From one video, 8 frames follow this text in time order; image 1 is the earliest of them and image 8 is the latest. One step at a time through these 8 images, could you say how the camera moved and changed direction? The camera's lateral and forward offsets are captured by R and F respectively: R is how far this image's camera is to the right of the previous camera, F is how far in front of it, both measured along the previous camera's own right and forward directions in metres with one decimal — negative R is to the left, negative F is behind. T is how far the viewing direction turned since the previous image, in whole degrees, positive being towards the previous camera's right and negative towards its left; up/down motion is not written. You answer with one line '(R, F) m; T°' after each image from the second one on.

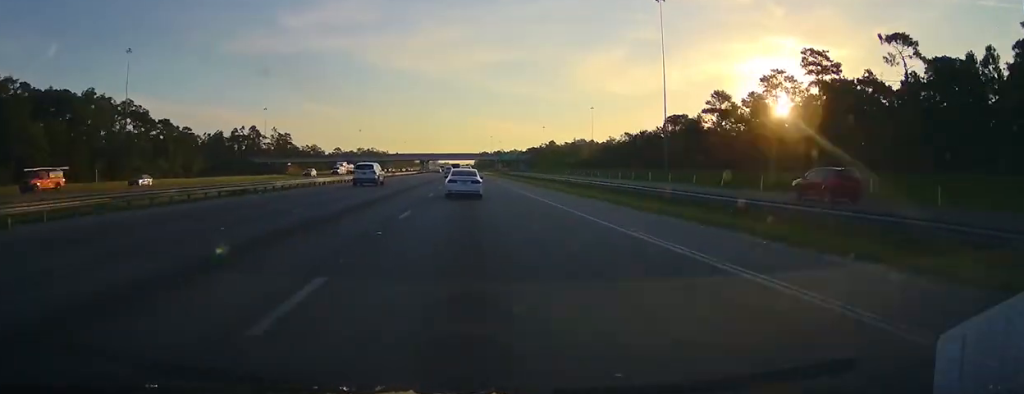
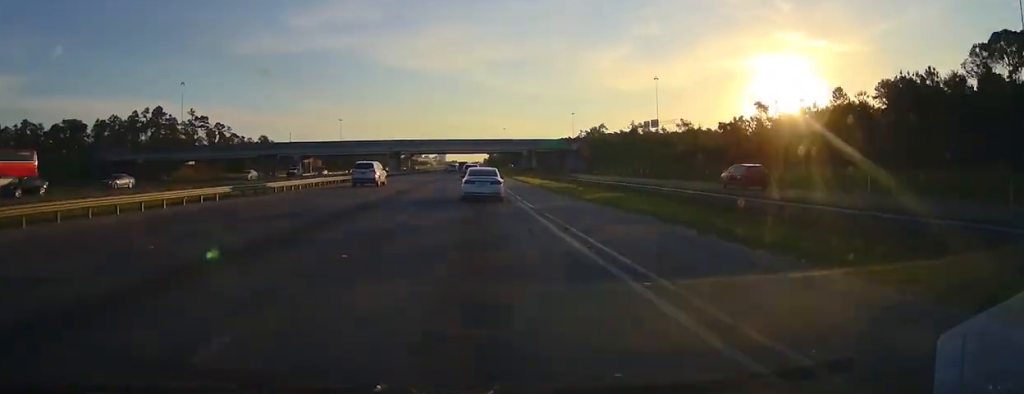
(-0.4, +108.8) m; 0°
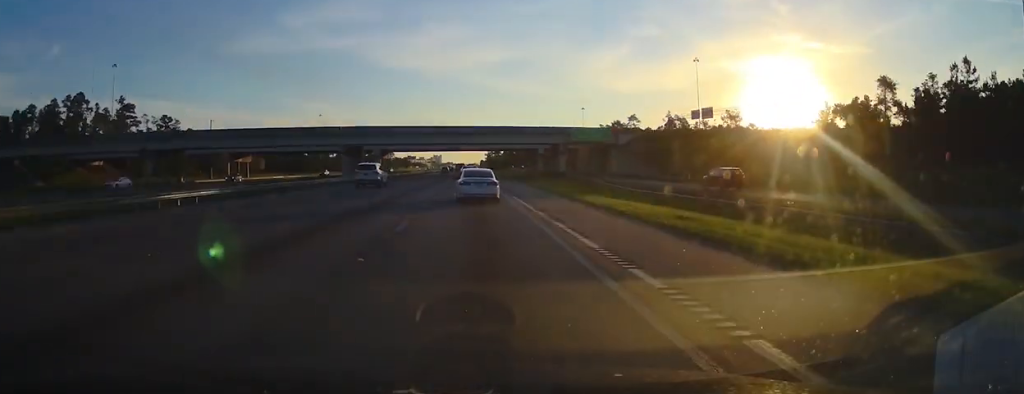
(-0.1, +46.4) m; 0°
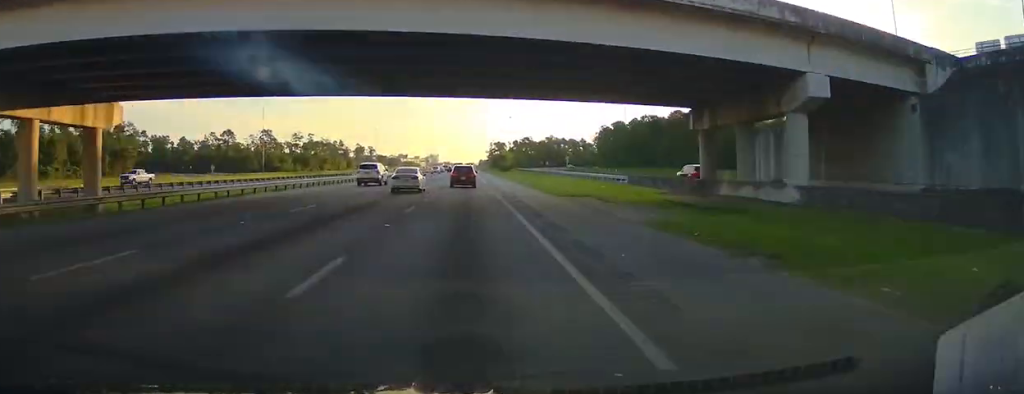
(+0.6, +93.5) m; 0°
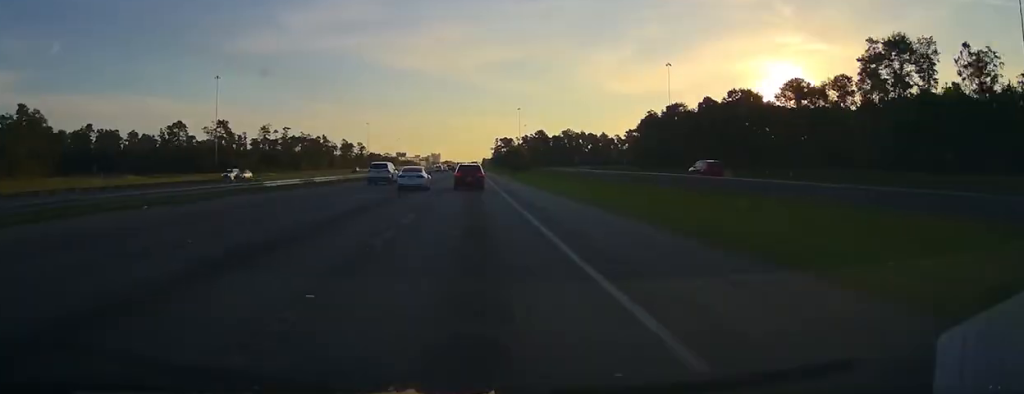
(-0.2, +51.0) m; 0°
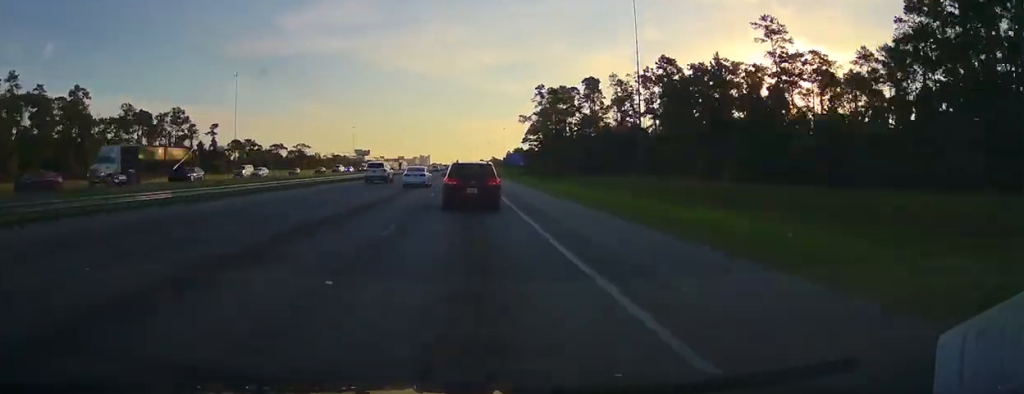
(-0.6, +274.7) m; 0°
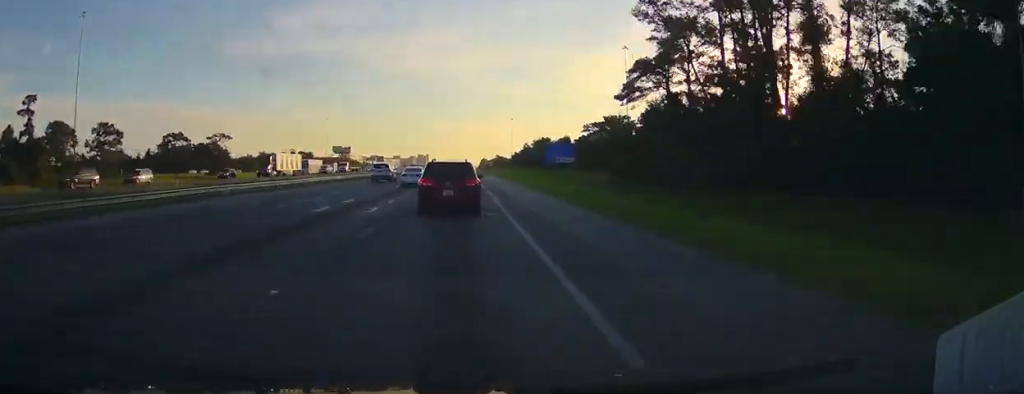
(0.0, +103.1) m; 0°
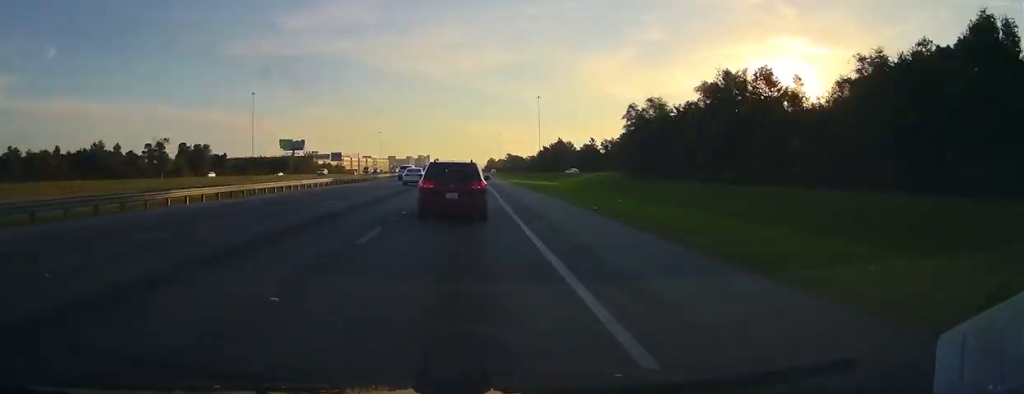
(0.0, +149.0) m; 0°
